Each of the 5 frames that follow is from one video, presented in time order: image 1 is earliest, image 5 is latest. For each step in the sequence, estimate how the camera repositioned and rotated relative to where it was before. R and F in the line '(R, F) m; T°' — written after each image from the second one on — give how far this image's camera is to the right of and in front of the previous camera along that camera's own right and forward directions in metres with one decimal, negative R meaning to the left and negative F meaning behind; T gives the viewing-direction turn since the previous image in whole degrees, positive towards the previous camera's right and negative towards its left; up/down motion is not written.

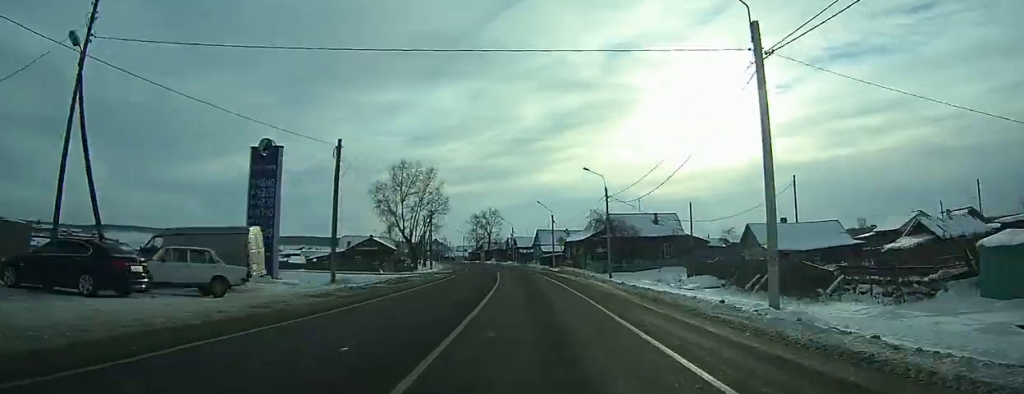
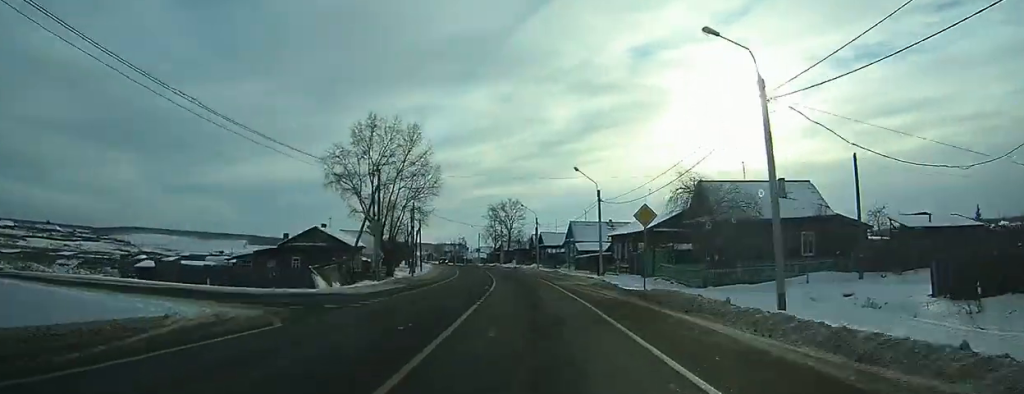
(-0.7, +30.3) m; -3°
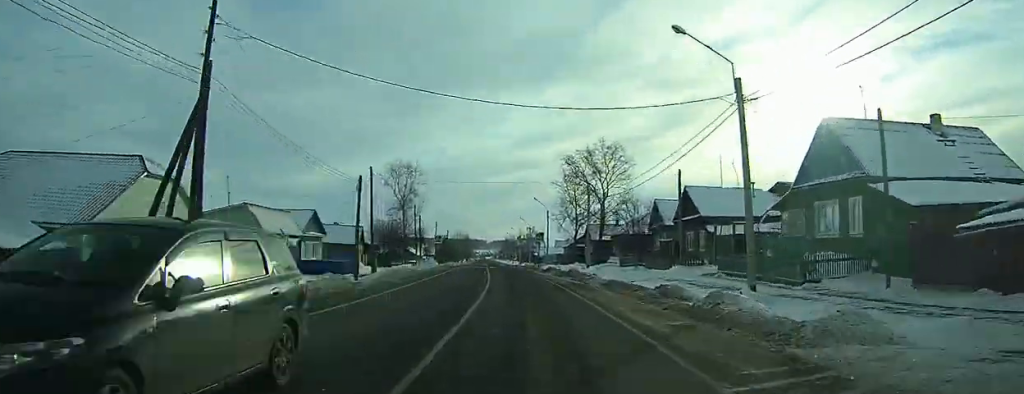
(-4.1, +65.6) m; -7°
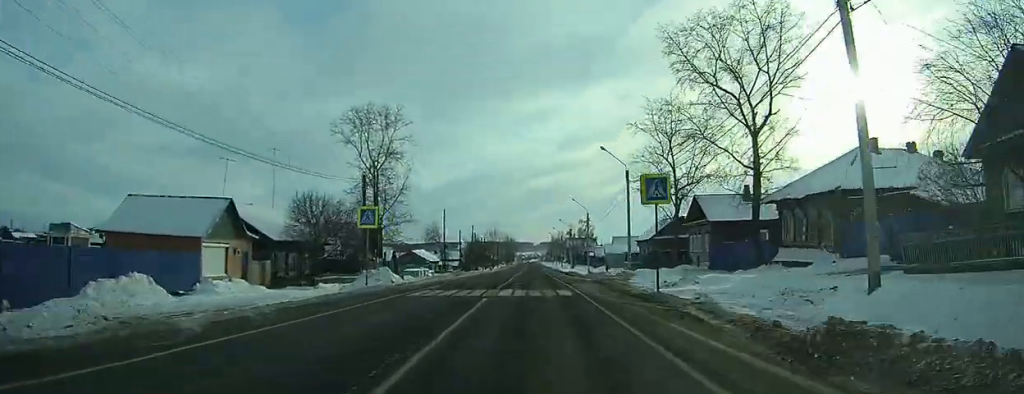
(-1.6, +41.4) m; -4°
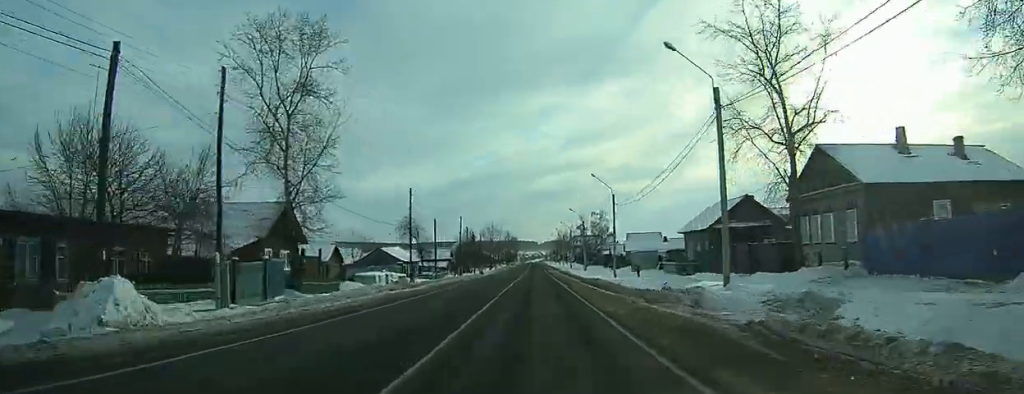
(-0.4, +23.2) m; -1°
